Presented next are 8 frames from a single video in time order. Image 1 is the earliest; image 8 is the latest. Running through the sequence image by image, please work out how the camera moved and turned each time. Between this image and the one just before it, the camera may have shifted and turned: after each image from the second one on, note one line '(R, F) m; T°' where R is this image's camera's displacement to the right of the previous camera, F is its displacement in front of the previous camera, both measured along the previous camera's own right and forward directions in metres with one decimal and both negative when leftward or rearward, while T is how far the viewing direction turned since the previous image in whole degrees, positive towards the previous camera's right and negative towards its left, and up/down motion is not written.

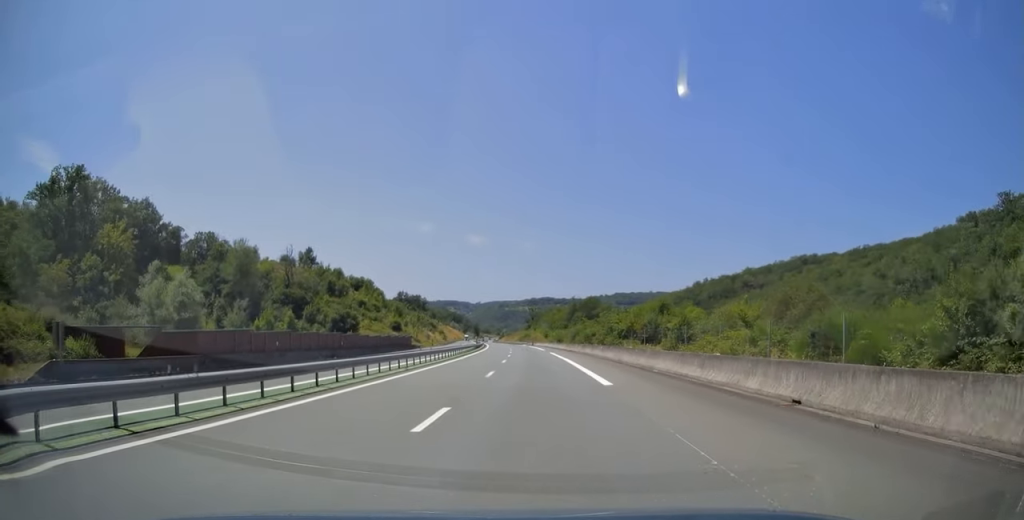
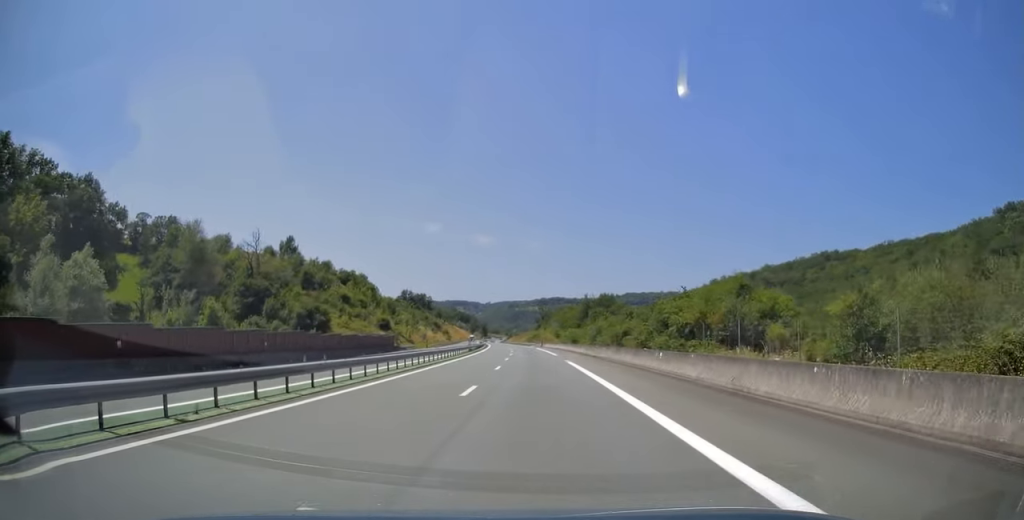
(+0.1, +20.4) m; -1°
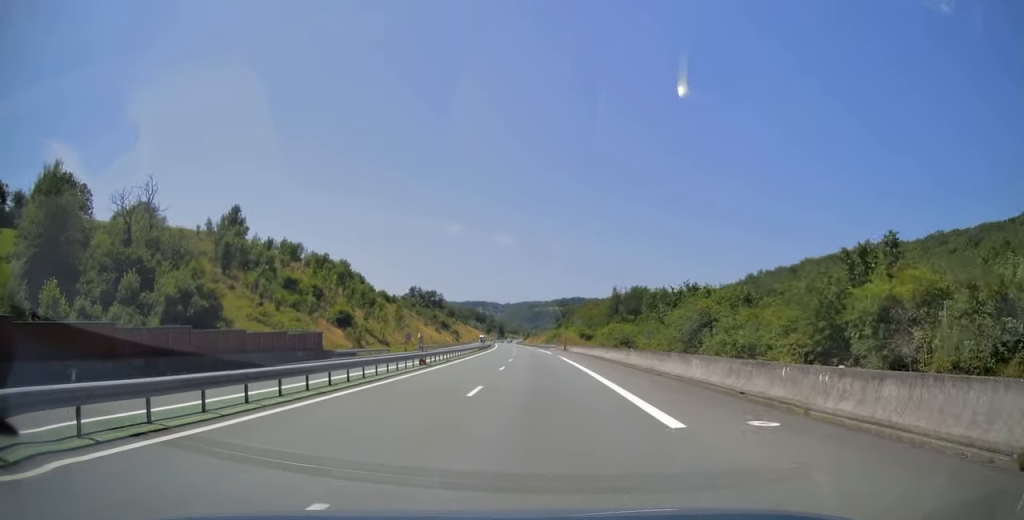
(-1.1, +38.6) m; -2°
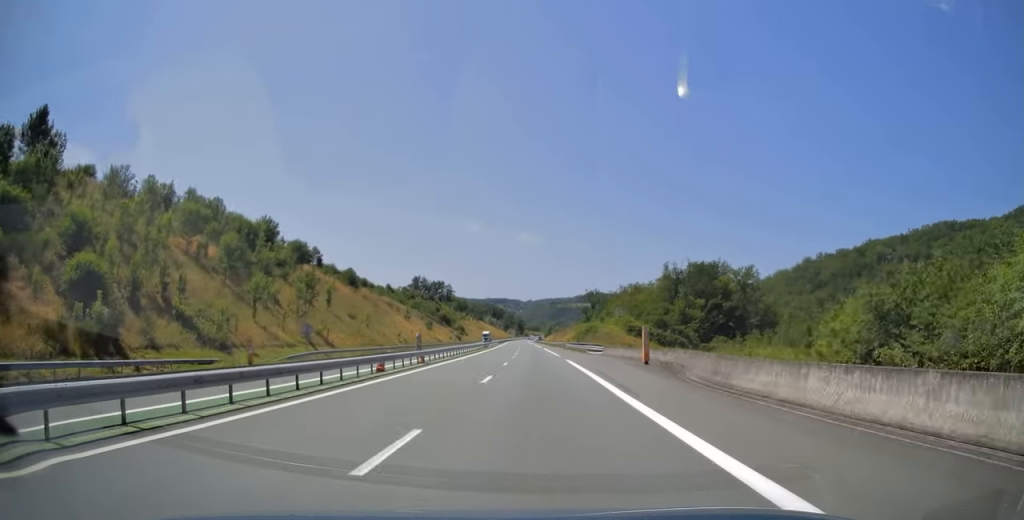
(-1.1, +60.8) m; -2°
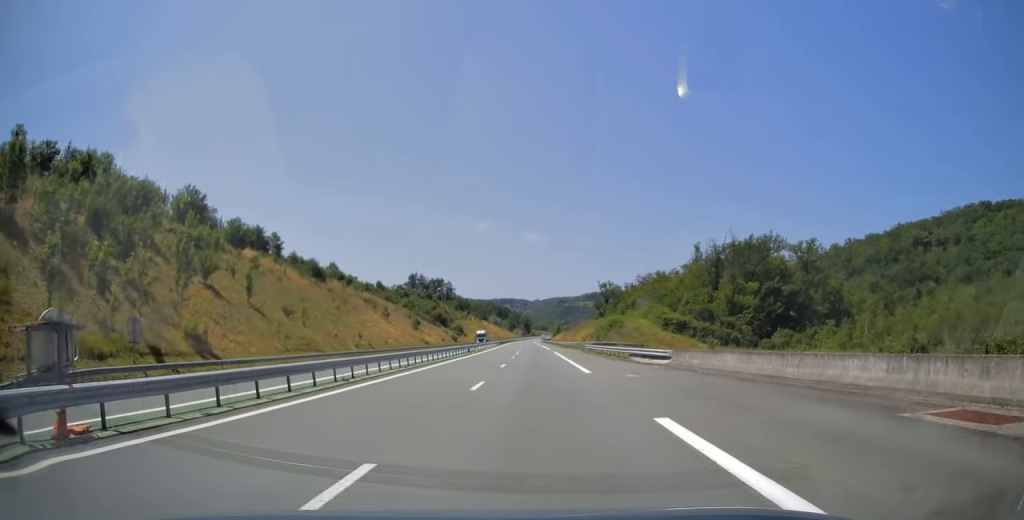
(-0.1, +28.5) m; -1°
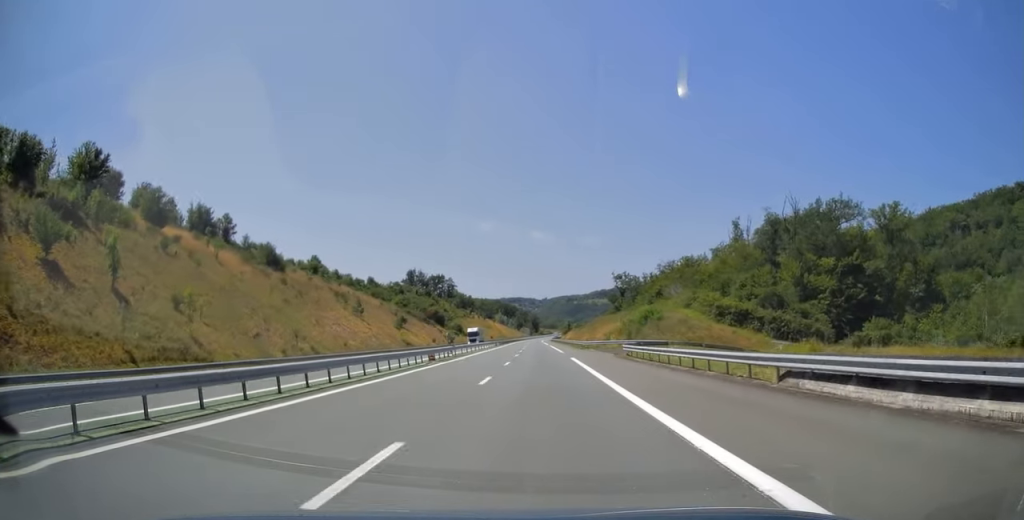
(-0.3, +24.7) m; -1°
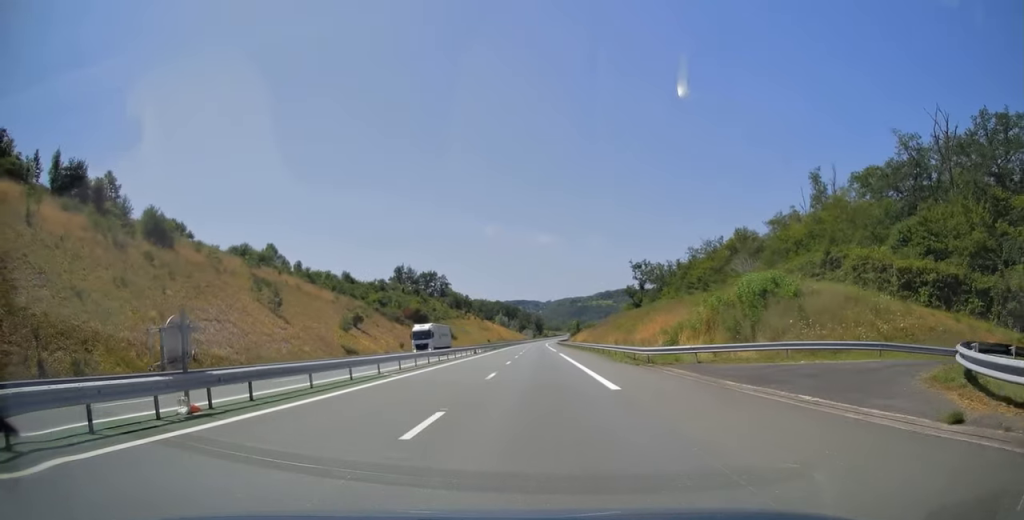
(-0.3, +35.6) m; -1°
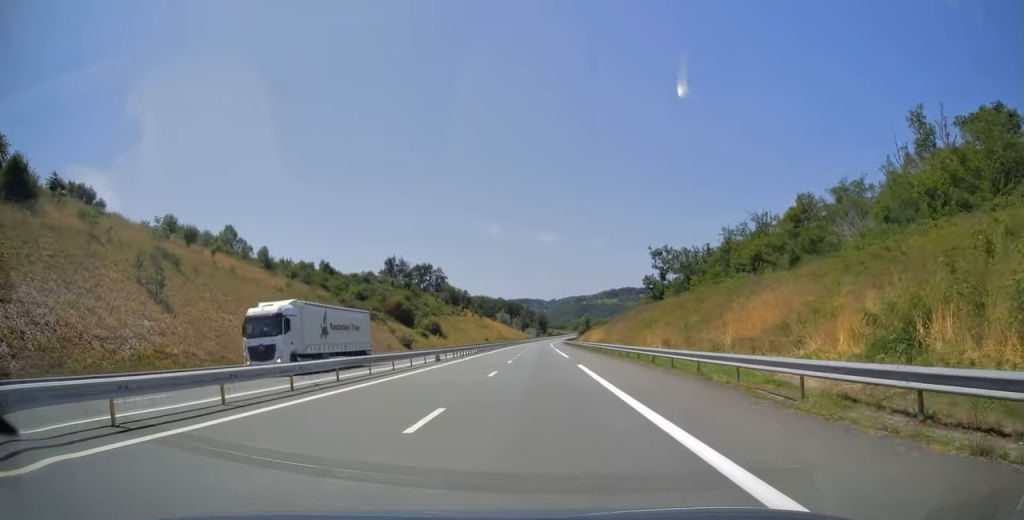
(-0.1, +25.3) m; 0°
